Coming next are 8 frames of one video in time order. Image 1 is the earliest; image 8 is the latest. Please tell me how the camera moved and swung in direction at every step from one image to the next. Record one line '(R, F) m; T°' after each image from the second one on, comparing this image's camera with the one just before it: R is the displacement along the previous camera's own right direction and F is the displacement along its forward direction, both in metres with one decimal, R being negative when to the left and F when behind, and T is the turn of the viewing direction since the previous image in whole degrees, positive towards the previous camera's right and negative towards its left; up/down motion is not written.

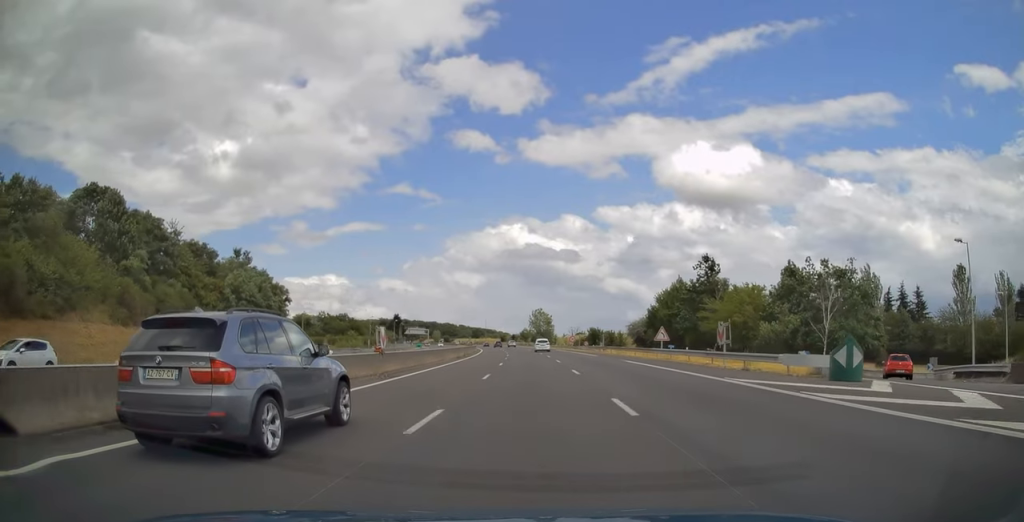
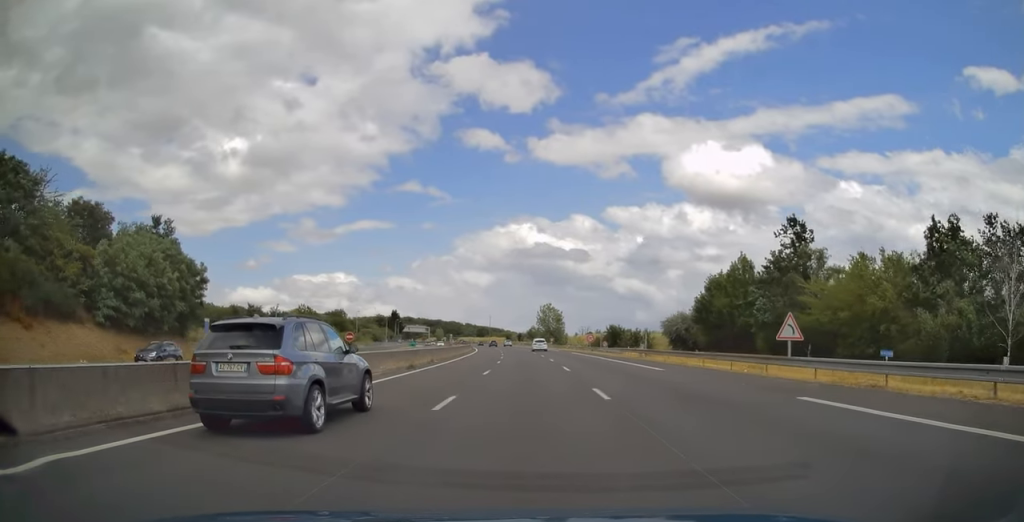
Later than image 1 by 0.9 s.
(-0.1, +23.6) m; -1°
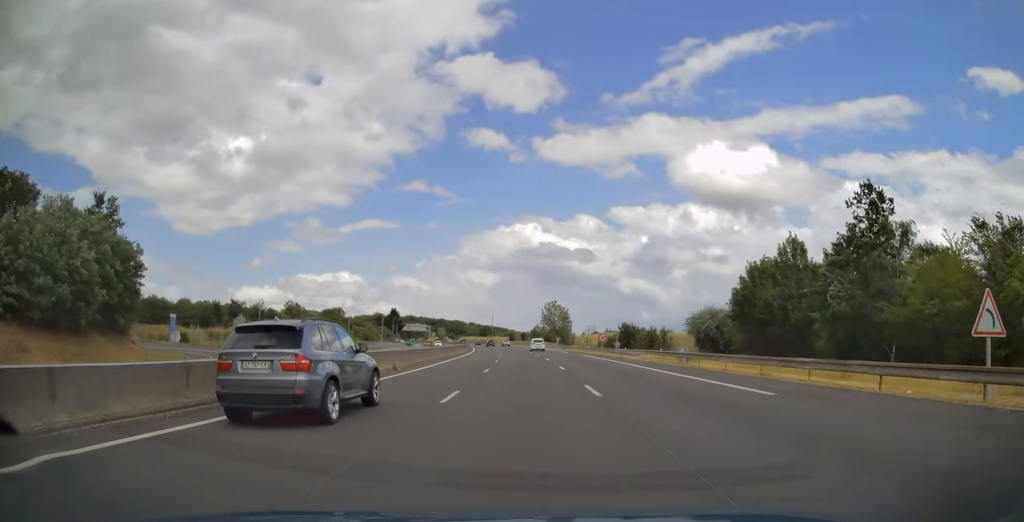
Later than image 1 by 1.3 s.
(-0.2, +11.8) m; 0°
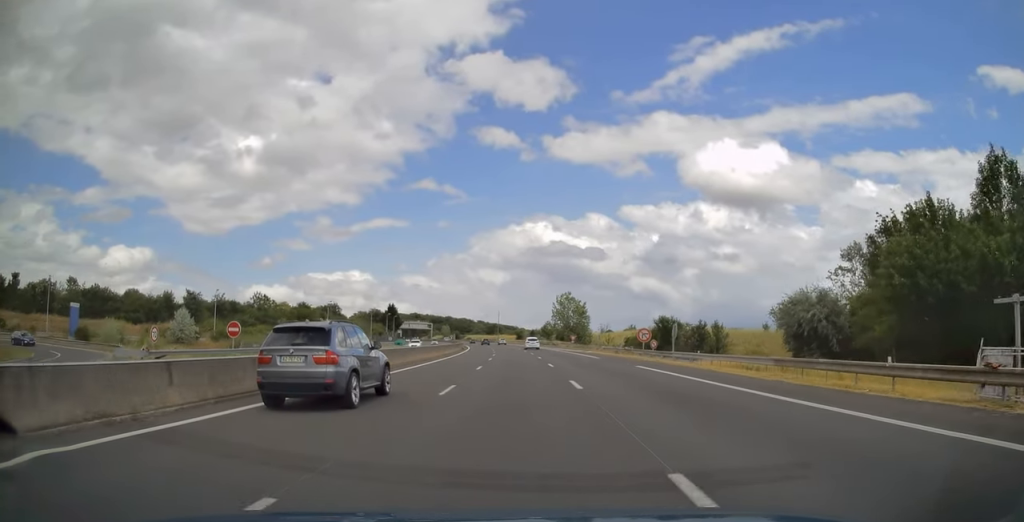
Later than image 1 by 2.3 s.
(-0.2, +24.9) m; -1°
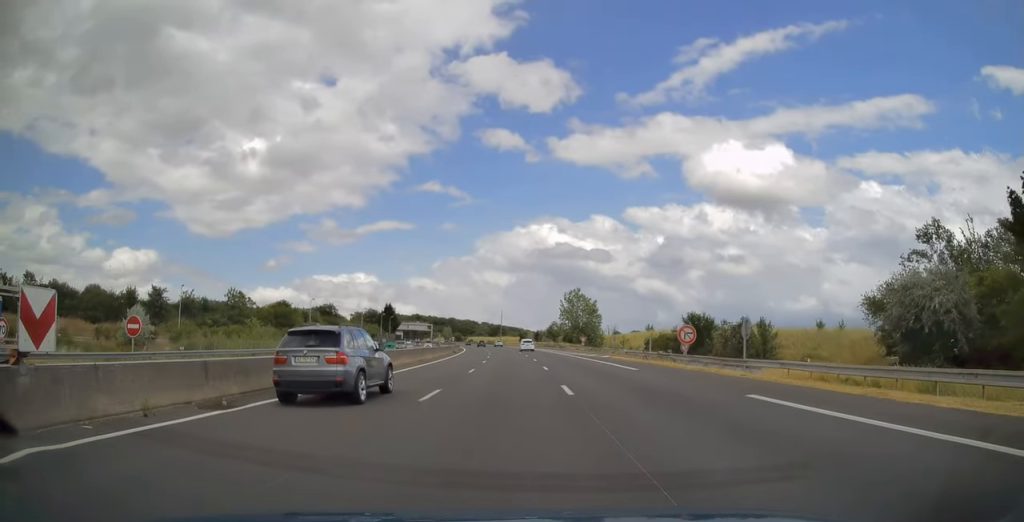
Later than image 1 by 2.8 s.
(0.0, +14.4) m; 0°
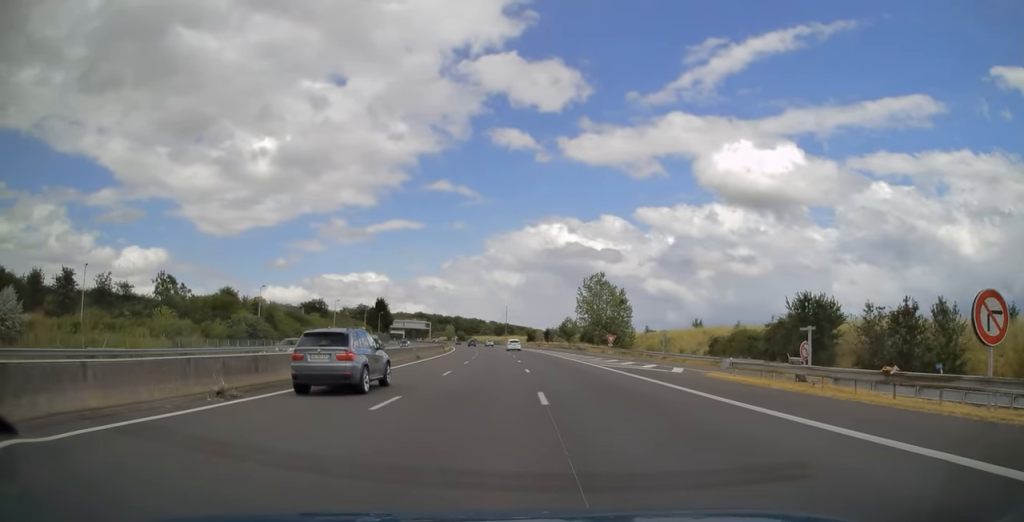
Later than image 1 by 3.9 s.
(-0.2, +28.3) m; -1°
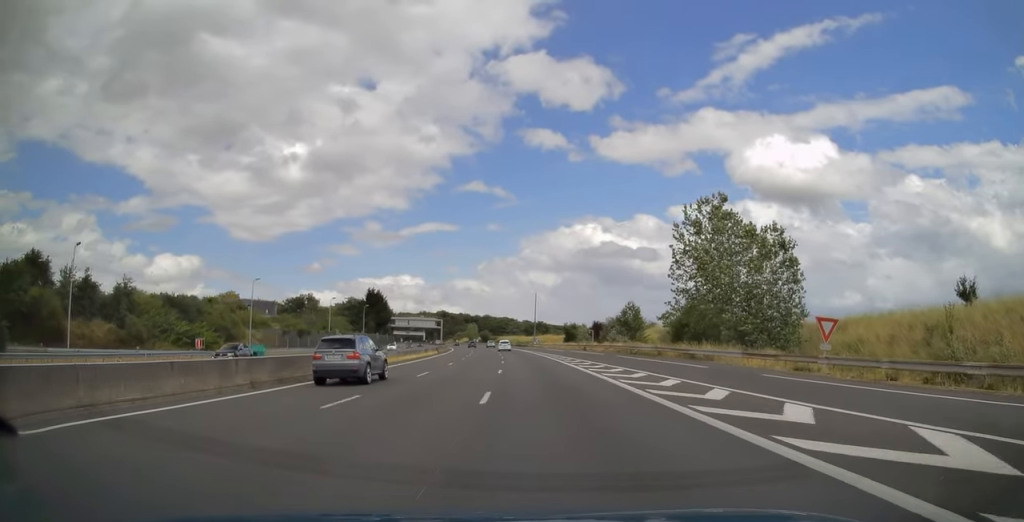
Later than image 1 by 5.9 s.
(-2.0, +52.3) m; -4°
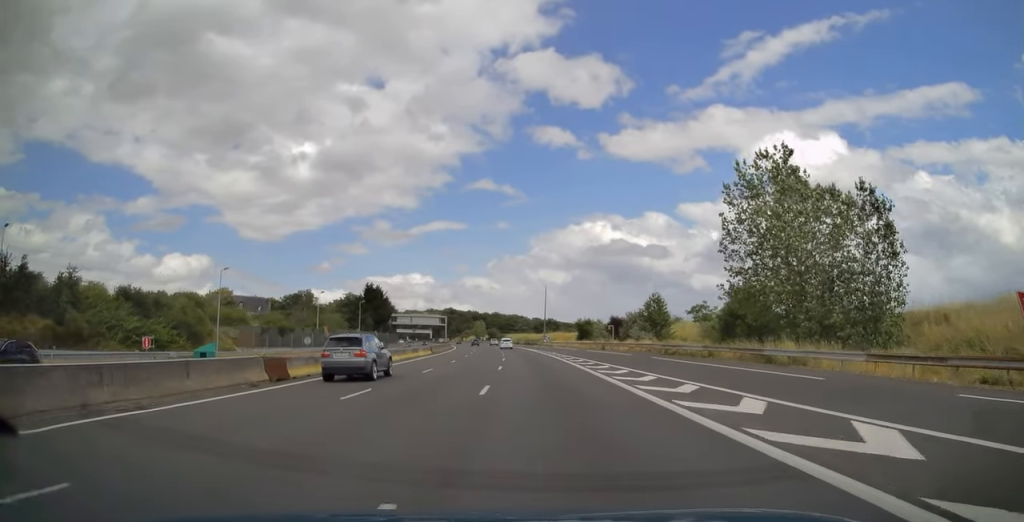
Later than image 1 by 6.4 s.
(-0.2, +11.4) m; -1°
